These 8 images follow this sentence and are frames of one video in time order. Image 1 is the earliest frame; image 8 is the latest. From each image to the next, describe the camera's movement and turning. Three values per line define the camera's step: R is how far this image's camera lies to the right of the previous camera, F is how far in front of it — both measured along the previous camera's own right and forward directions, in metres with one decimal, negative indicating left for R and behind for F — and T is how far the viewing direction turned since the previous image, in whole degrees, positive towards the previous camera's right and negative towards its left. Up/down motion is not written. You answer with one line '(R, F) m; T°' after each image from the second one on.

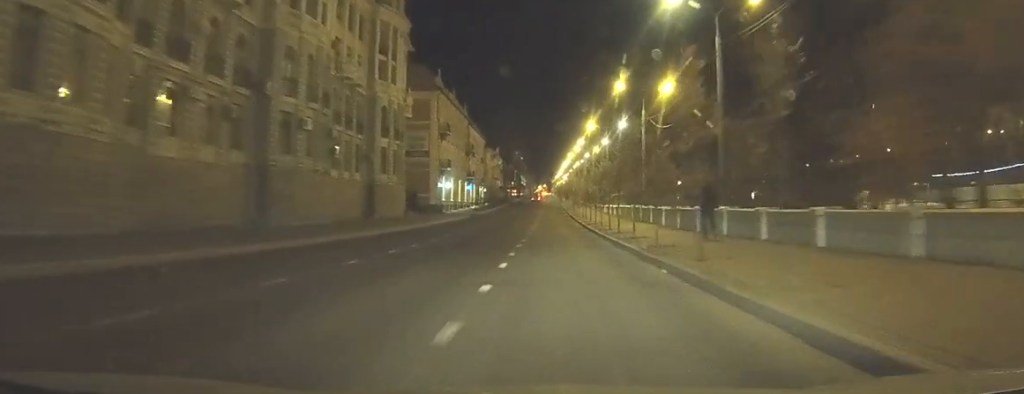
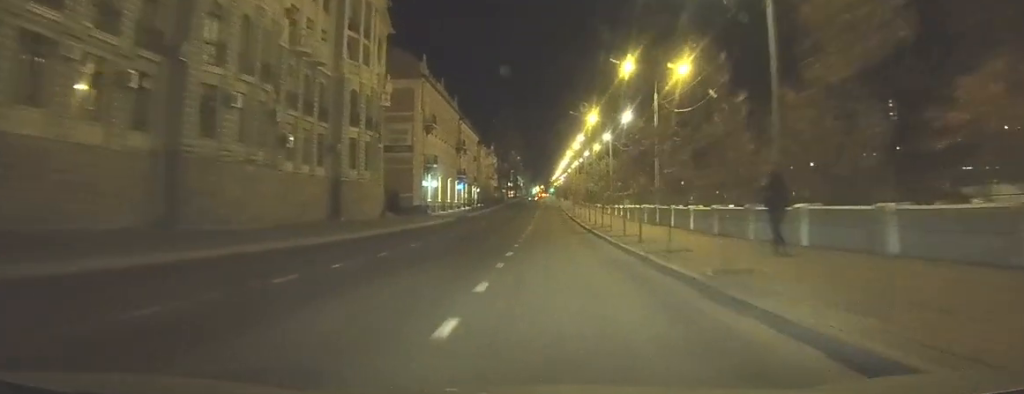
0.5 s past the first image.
(-0.1, +7.1) m; 0°
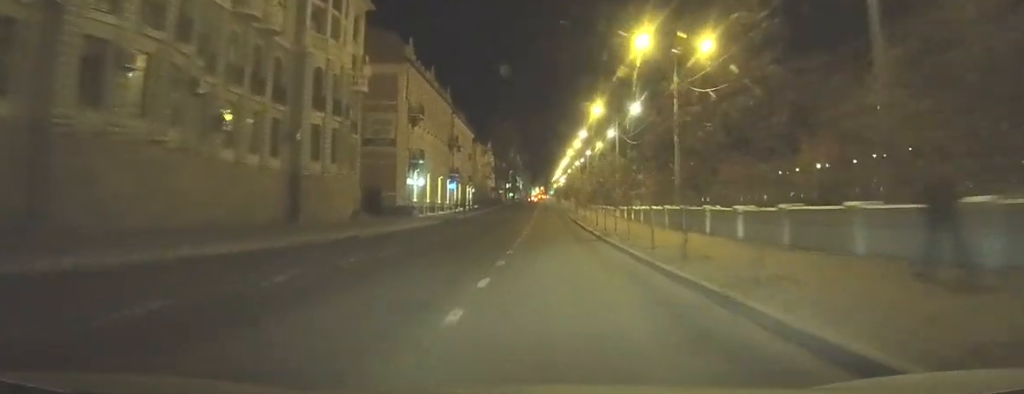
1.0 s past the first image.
(0.0, +7.1) m; 0°
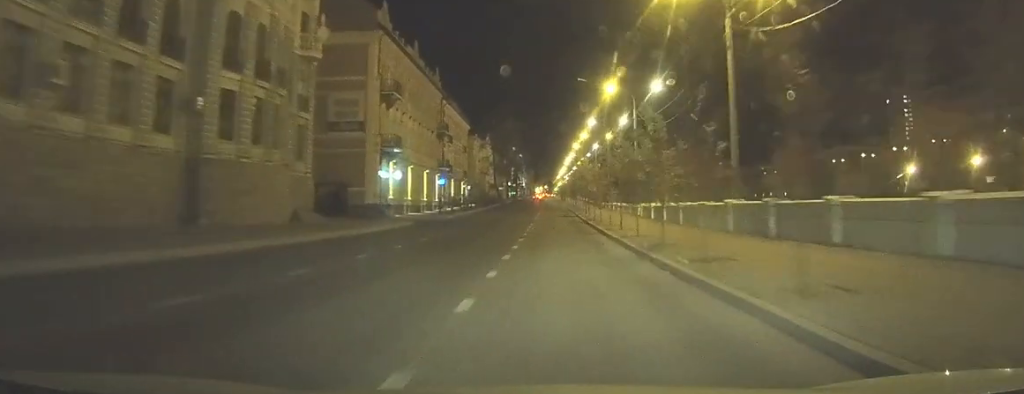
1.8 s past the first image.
(0.0, +12.3) m; 0°
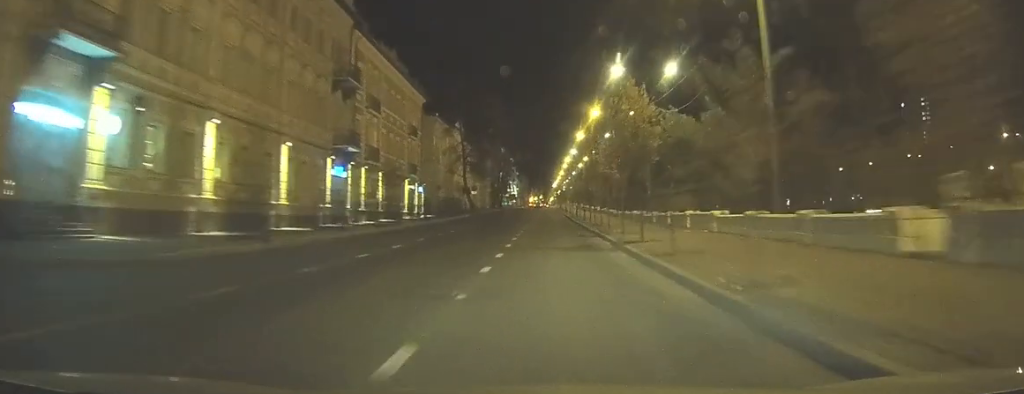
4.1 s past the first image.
(+1.7, +37.2) m; +4°
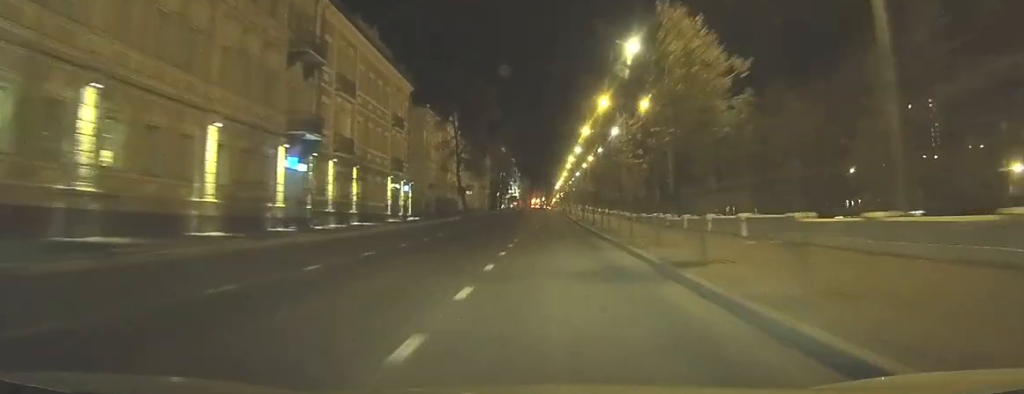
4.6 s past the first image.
(0.0, +7.6) m; 0°
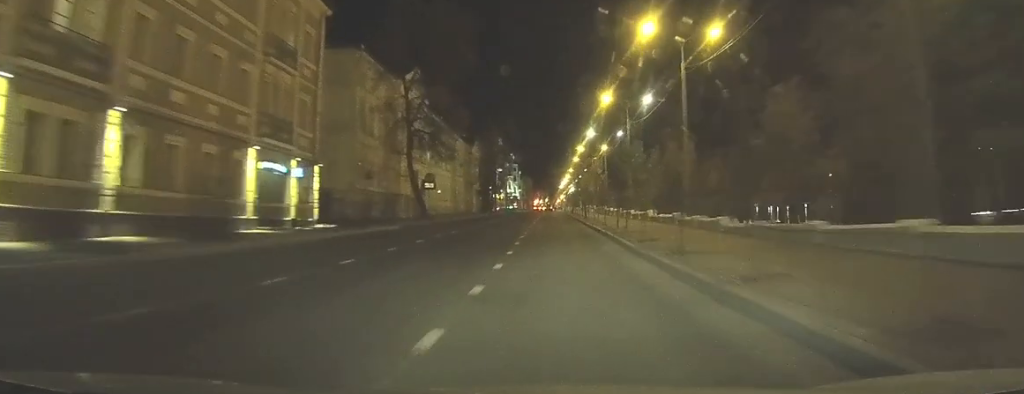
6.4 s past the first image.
(+0.2, +25.9) m; 0°
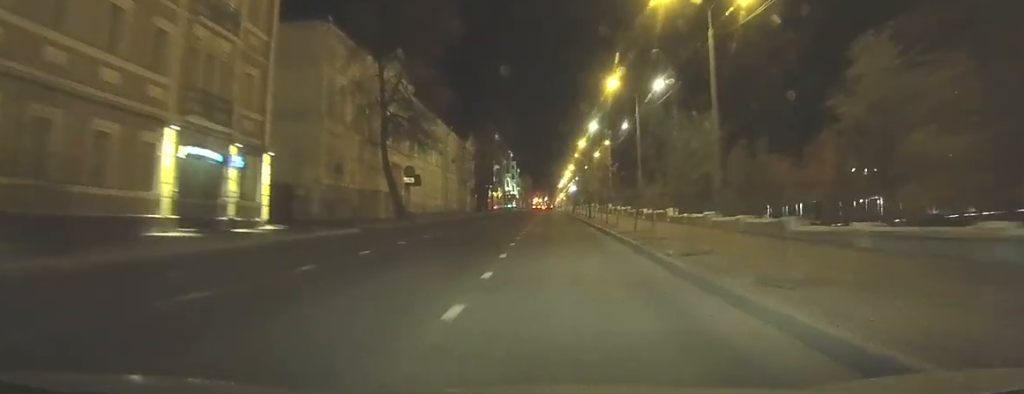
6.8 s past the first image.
(+0.1, +6.5) m; 0°
